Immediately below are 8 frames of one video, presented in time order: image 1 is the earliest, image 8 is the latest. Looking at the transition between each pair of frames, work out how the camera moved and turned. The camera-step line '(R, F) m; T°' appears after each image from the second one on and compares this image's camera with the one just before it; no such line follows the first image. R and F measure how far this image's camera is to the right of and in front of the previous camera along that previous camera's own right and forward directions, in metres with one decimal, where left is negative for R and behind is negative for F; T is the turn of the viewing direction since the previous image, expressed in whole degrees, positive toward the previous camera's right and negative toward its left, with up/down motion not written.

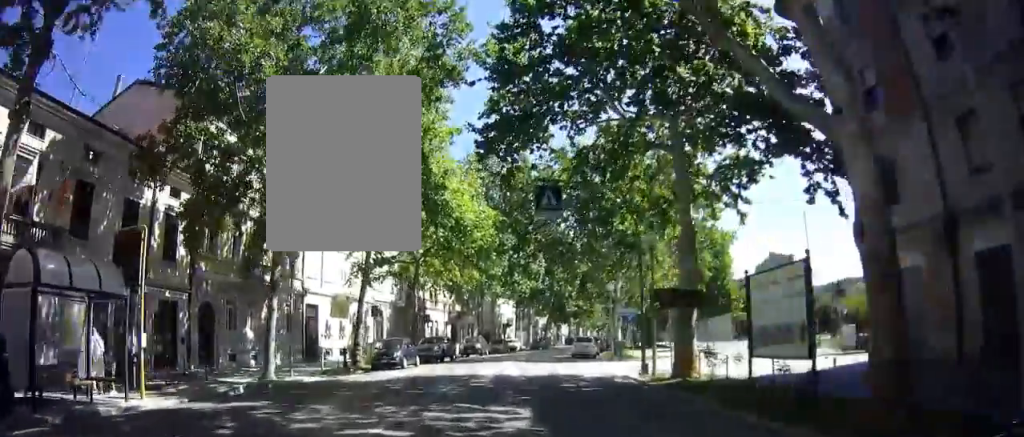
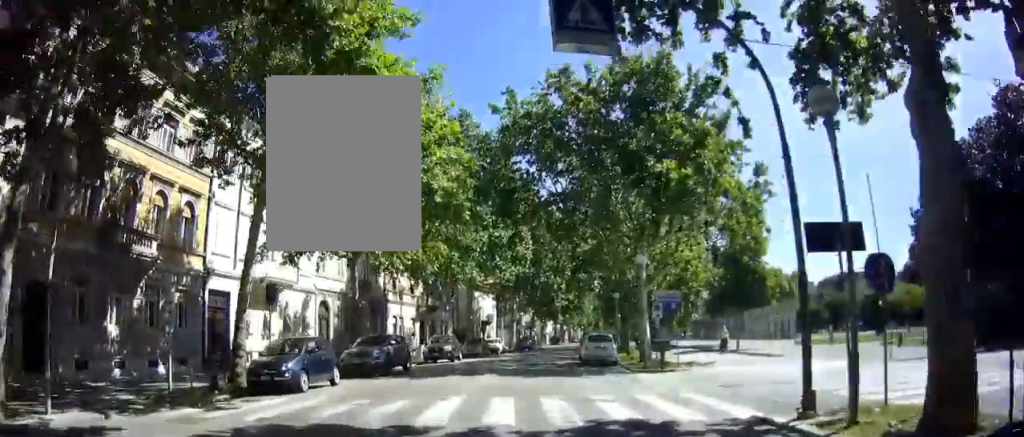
(0.0, +10.5) m; +3°
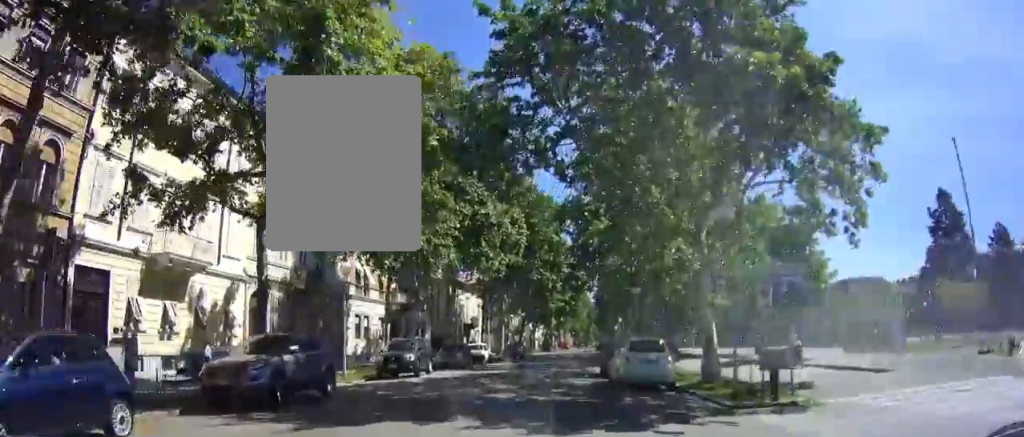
(+0.6, +10.5) m; +5°
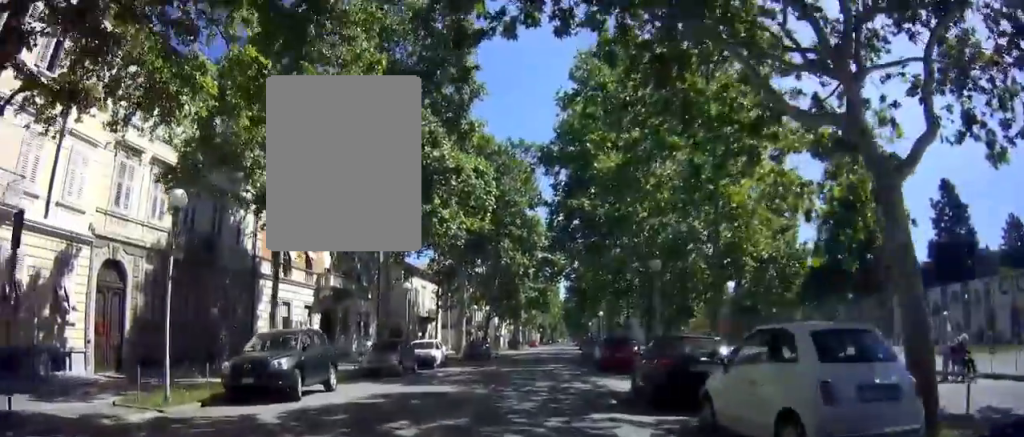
(+0.3, +11.0) m; +1°
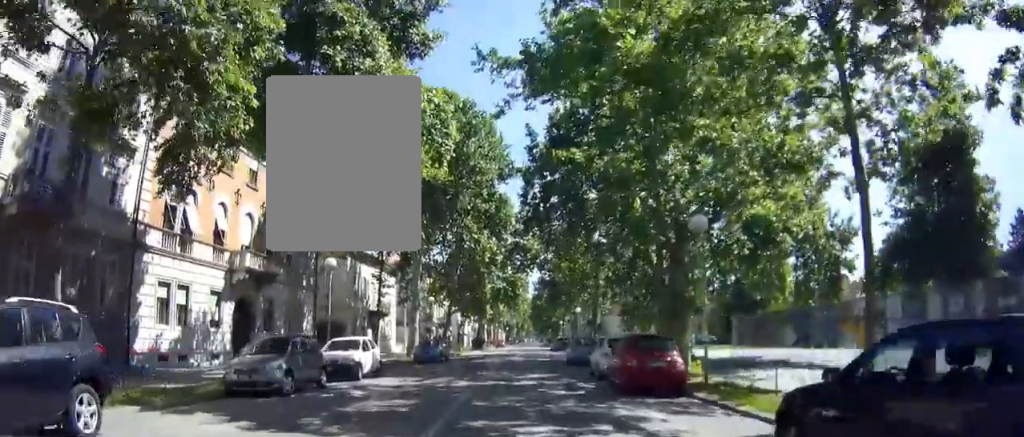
(0.0, +8.2) m; 0°
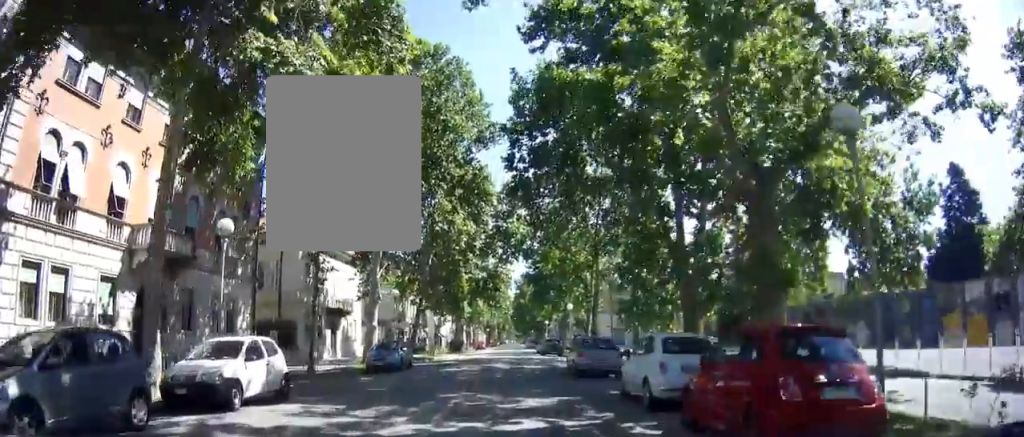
(0.0, +7.2) m; +2°
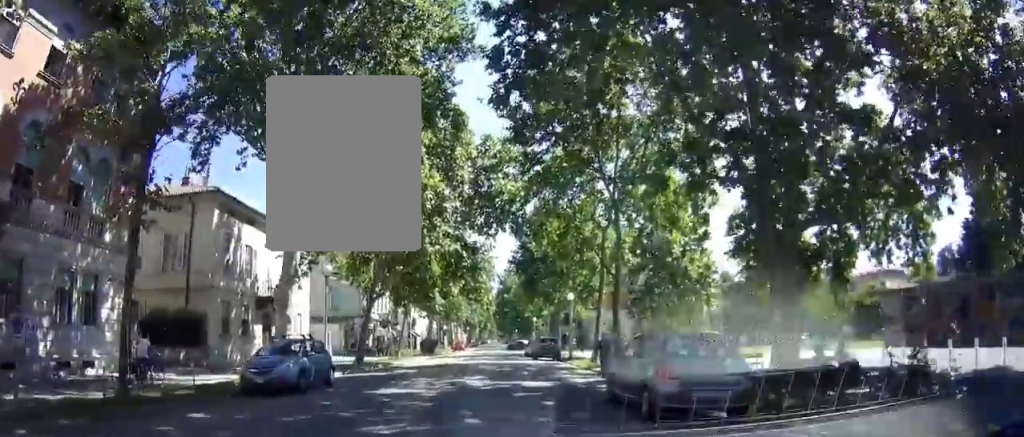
(+0.4, +10.1) m; +3°
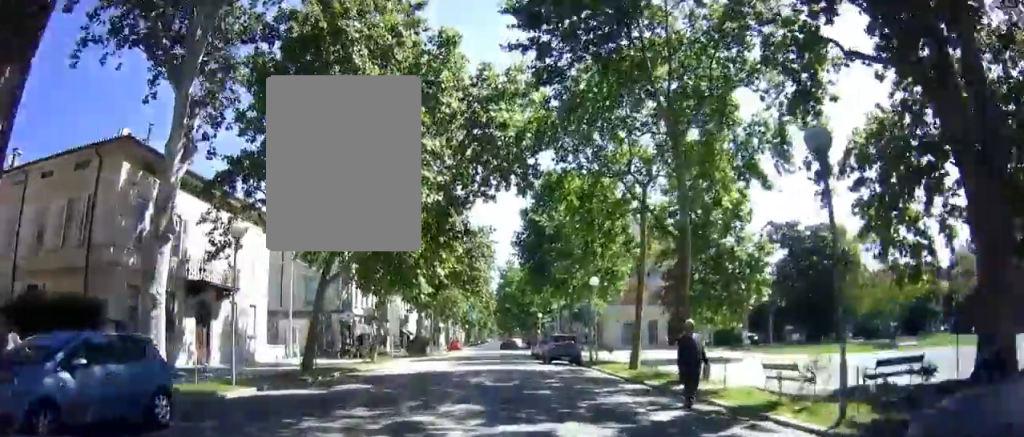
(+0.1, +8.3) m; 0°
